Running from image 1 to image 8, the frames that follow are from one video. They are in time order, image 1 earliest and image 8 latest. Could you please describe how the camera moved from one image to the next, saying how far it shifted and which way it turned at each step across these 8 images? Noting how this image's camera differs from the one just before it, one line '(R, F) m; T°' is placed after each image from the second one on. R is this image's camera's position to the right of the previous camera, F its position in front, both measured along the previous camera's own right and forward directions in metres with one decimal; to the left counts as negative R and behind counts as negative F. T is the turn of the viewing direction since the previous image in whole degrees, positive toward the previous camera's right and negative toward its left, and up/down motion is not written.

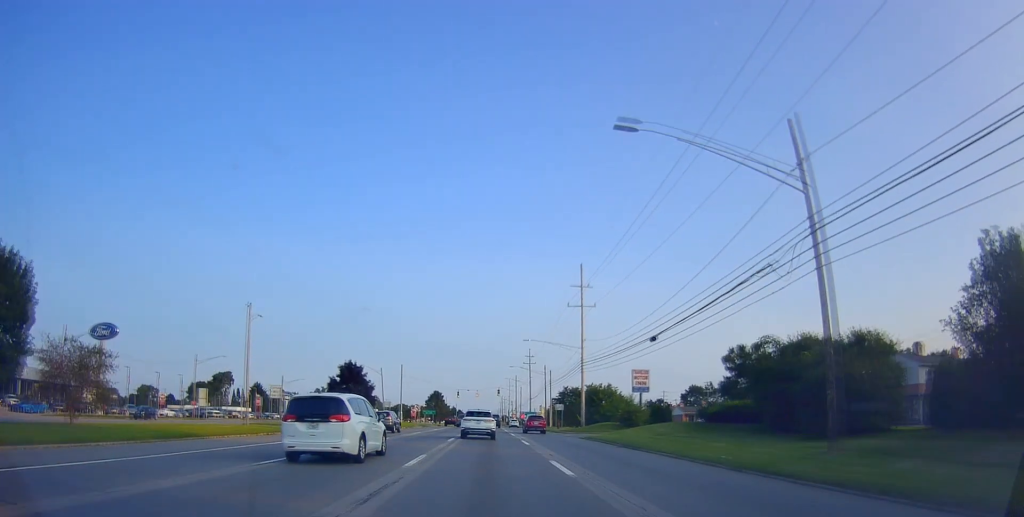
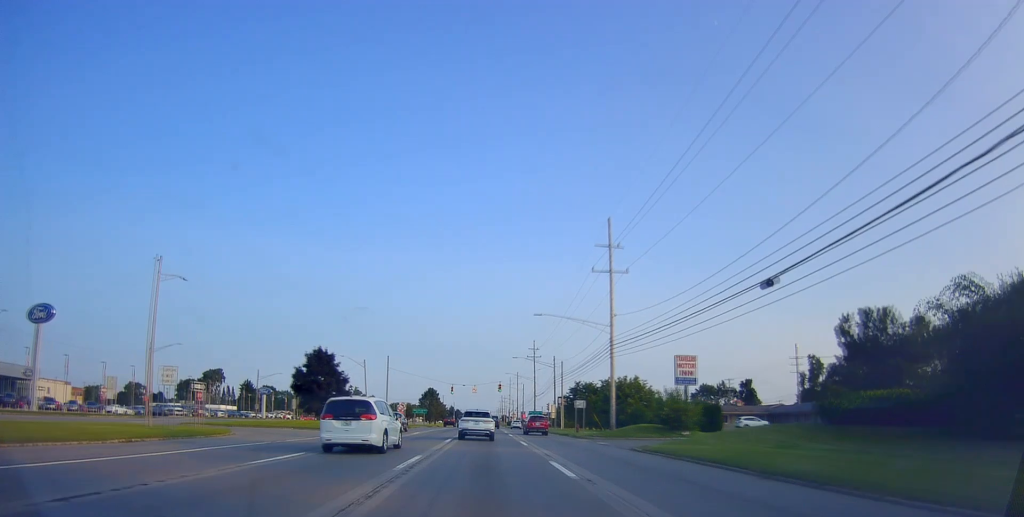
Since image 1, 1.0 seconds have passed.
(+0.3, +15.3) m; +1°
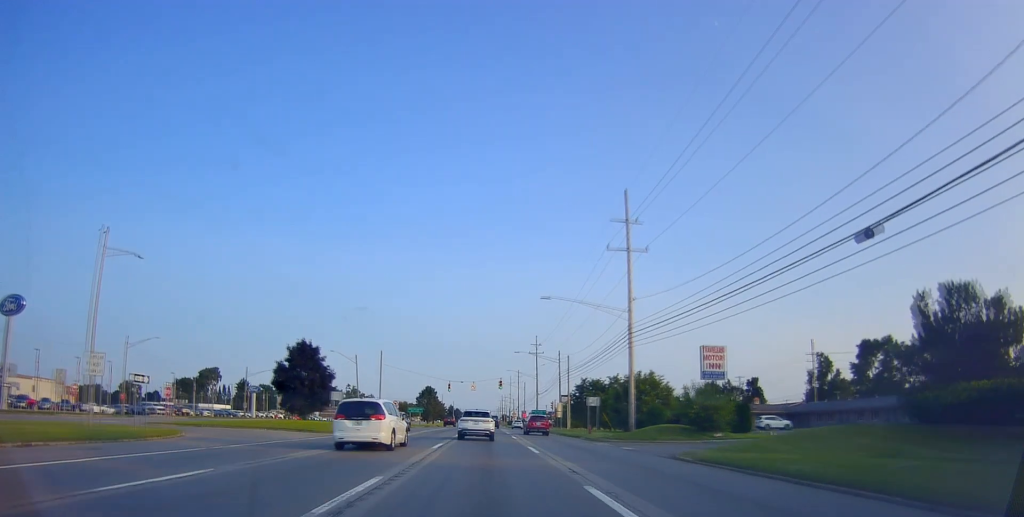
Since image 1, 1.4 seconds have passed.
(-0.2, +6.3) m; 0°
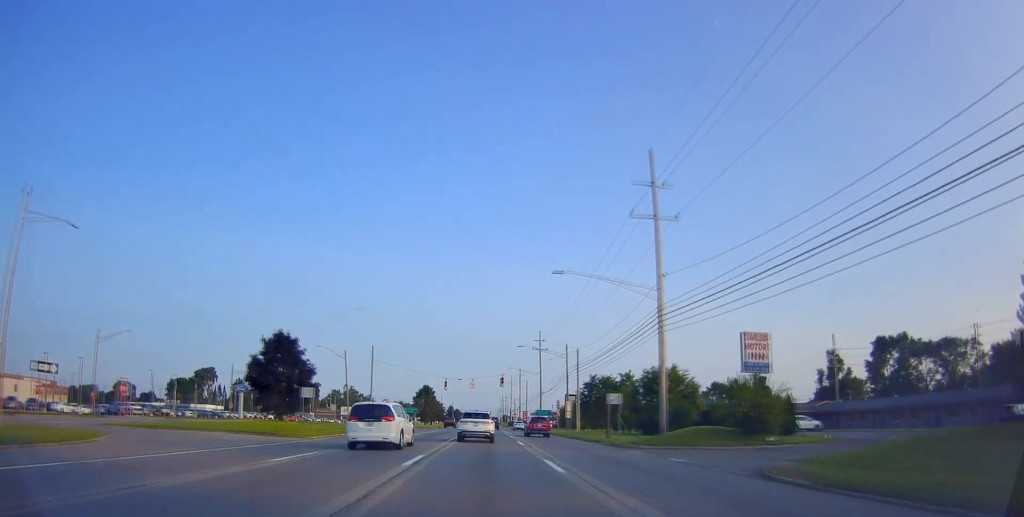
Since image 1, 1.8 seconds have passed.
(0.0, +7.3) m; 0°
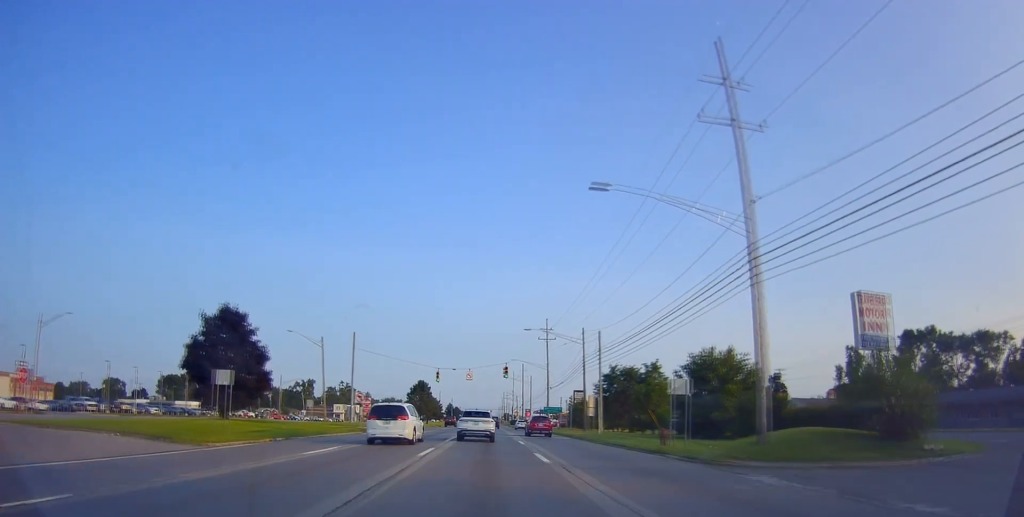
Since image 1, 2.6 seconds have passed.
(+0.3, +12.6) m; +1°
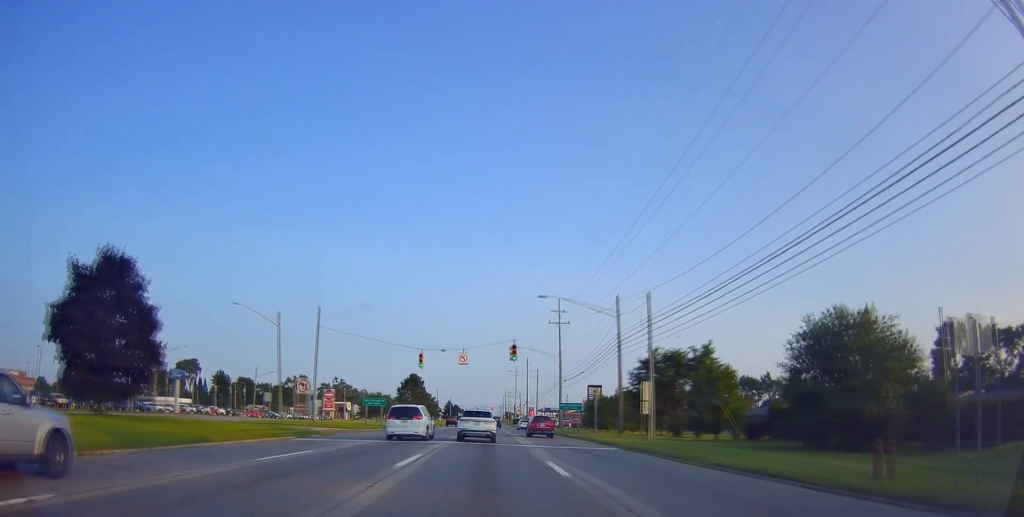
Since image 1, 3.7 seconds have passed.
(0.0, +16.3) m; 0°
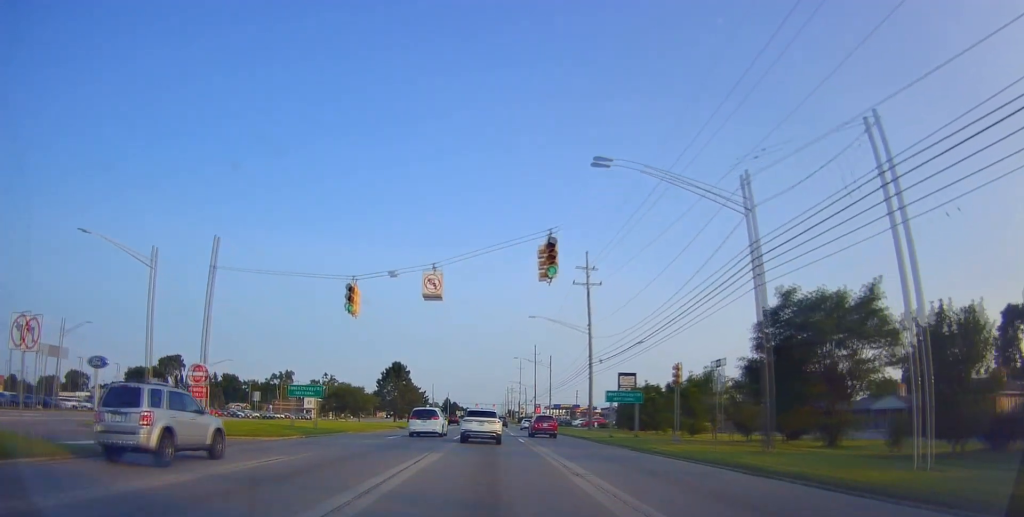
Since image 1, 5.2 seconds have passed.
(-0.9, +24.3) m; -3°
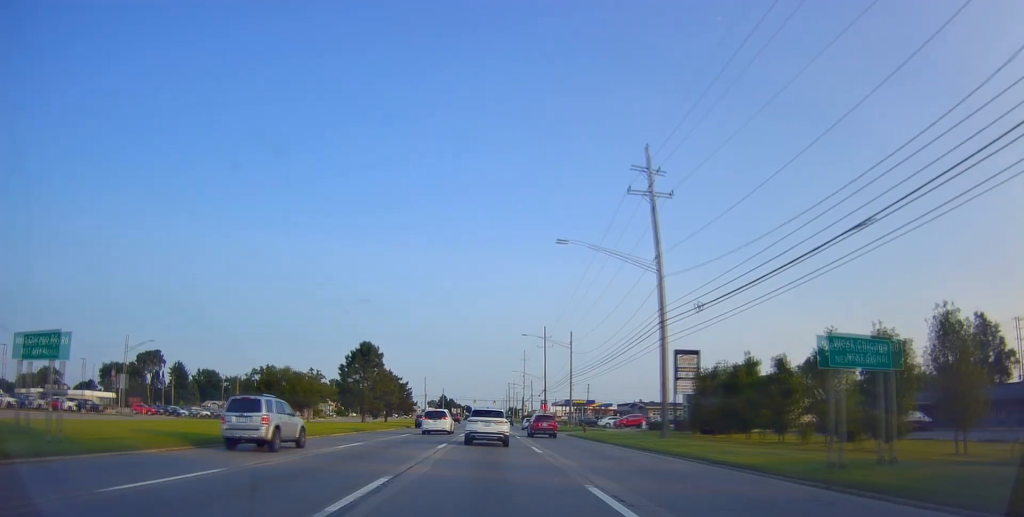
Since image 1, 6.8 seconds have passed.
(+0.7, +25.7) m; +2°
